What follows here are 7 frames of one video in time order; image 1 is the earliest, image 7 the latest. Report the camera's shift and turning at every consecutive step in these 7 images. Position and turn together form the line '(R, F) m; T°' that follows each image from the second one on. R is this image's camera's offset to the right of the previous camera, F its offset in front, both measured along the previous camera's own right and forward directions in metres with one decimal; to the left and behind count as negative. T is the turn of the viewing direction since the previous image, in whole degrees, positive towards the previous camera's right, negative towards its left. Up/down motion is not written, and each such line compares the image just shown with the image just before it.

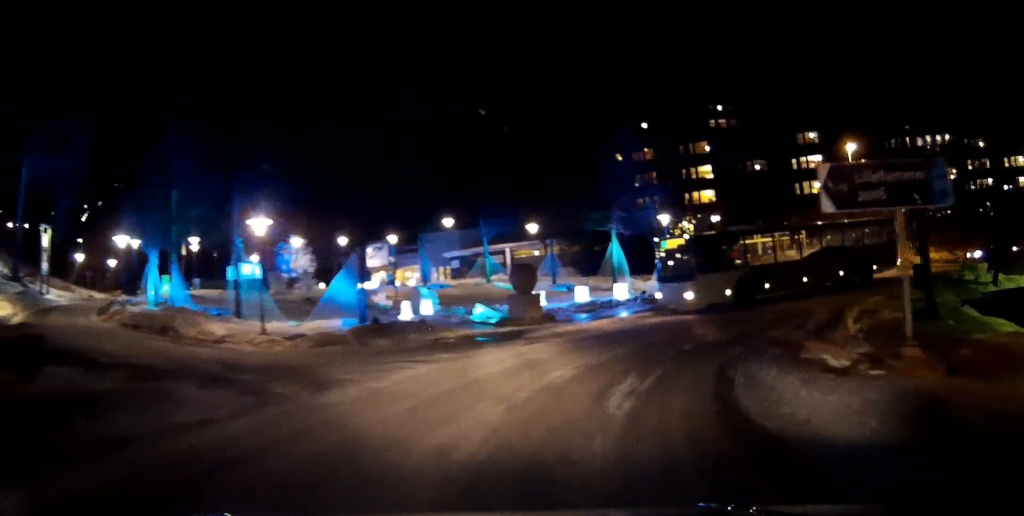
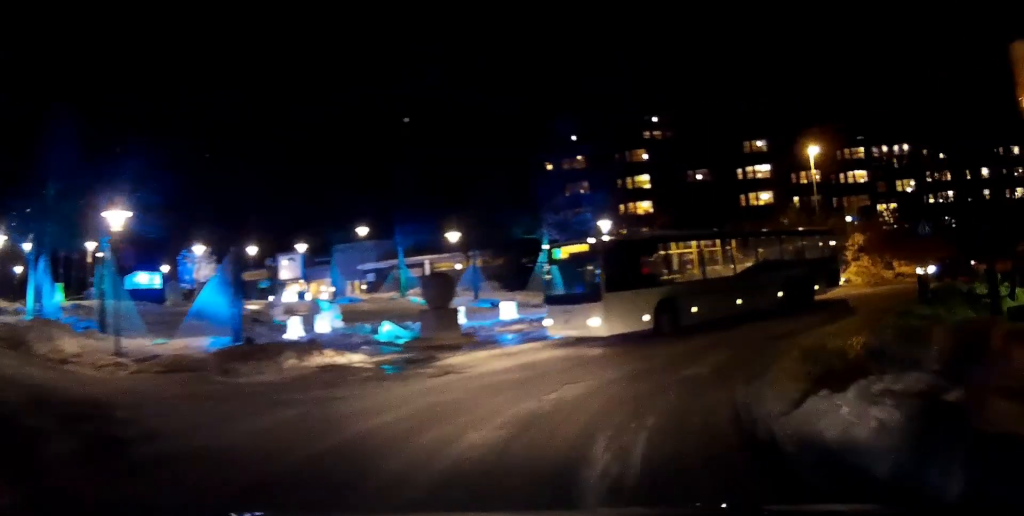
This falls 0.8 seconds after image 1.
(+0.2, +5.2) m; +7°
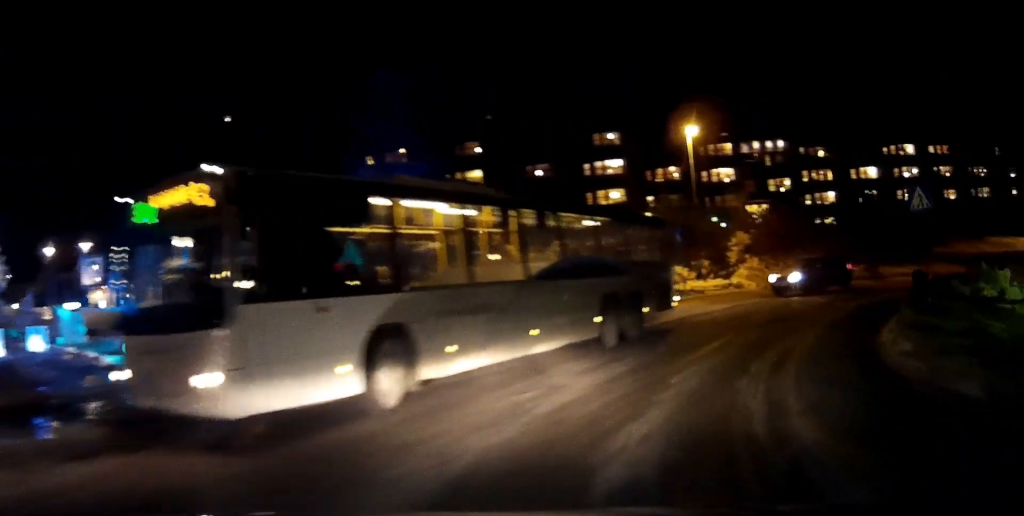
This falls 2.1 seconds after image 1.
(+1.2, +8.4) m; +18°
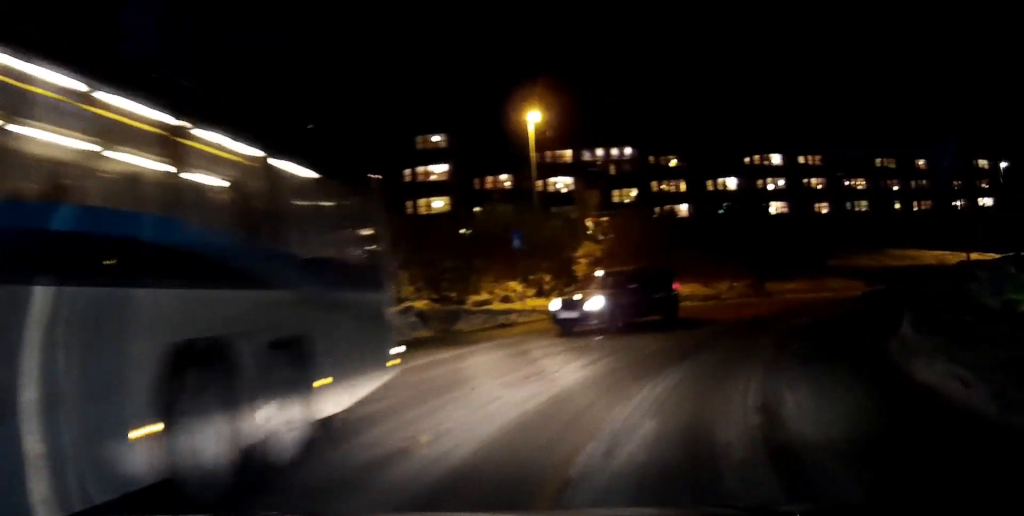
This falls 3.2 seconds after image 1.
(+1.1, +7.4) m; +15°
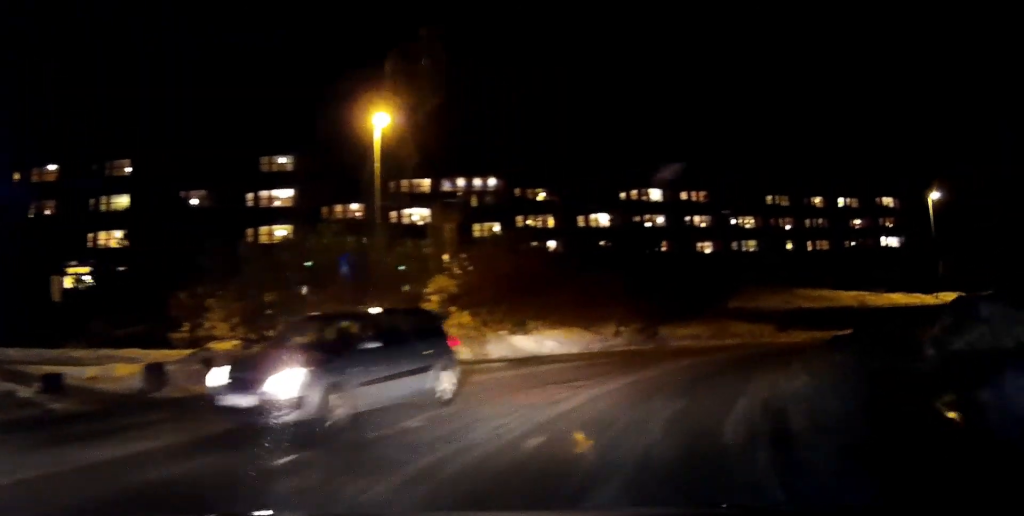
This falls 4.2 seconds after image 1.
(+0.6, +6.2) m; +12°
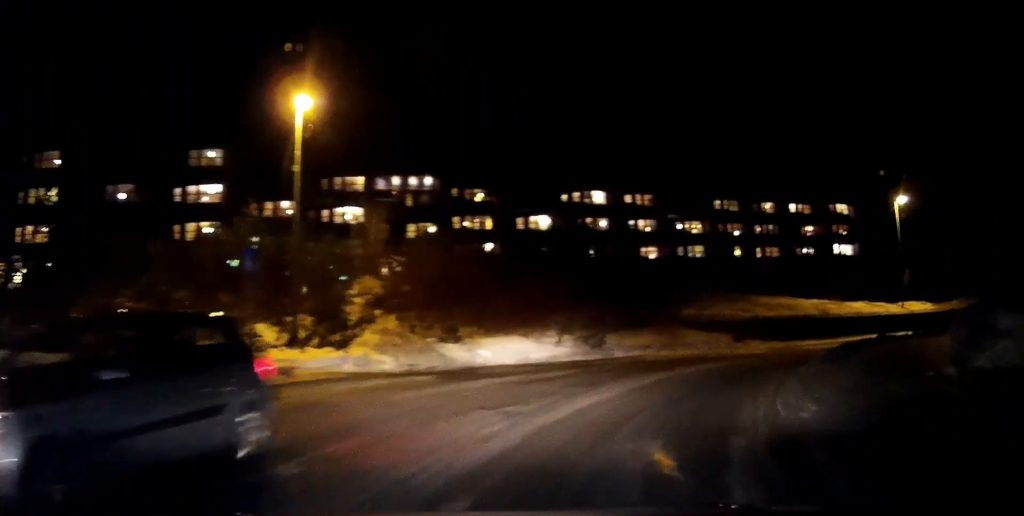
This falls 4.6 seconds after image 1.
(0.0, +2.8) m; +5°
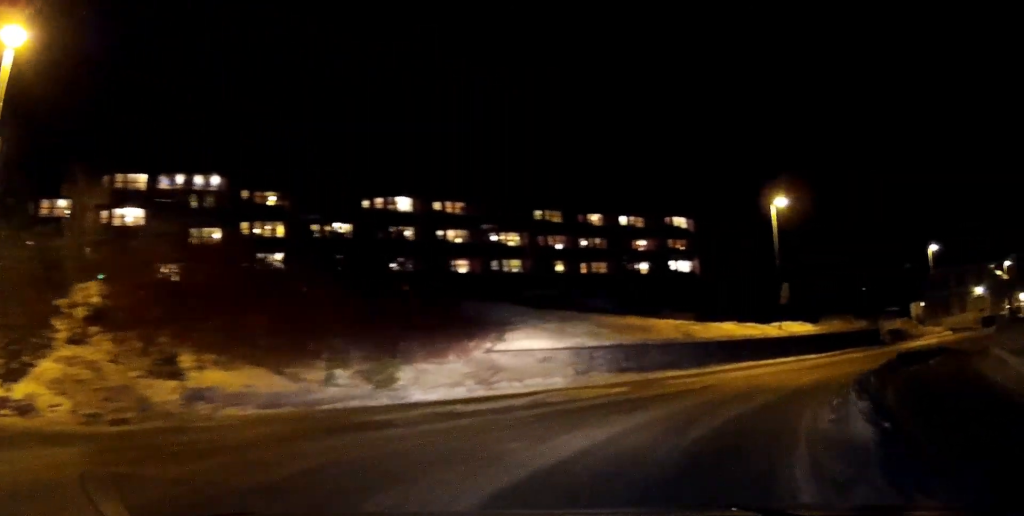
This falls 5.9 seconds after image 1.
(+0.9, +7.9) m; +10°
